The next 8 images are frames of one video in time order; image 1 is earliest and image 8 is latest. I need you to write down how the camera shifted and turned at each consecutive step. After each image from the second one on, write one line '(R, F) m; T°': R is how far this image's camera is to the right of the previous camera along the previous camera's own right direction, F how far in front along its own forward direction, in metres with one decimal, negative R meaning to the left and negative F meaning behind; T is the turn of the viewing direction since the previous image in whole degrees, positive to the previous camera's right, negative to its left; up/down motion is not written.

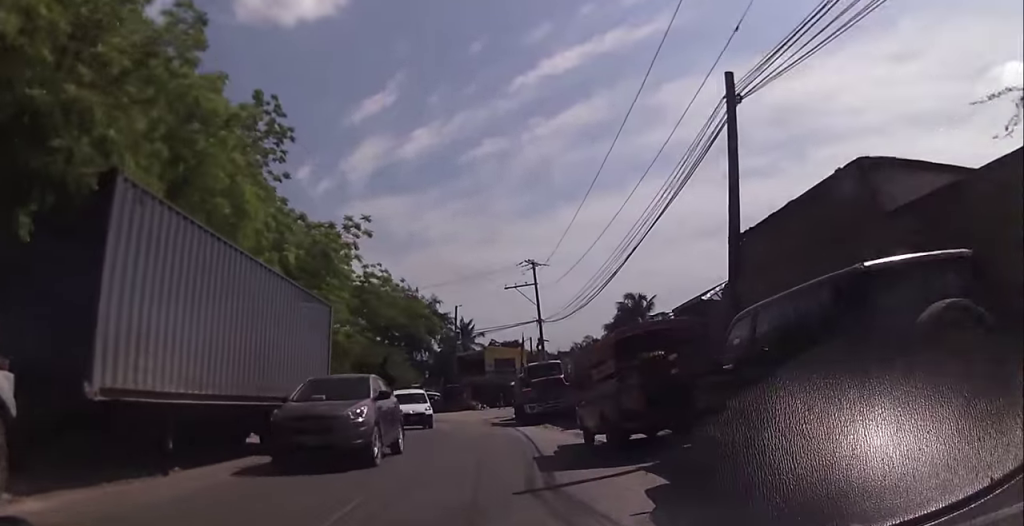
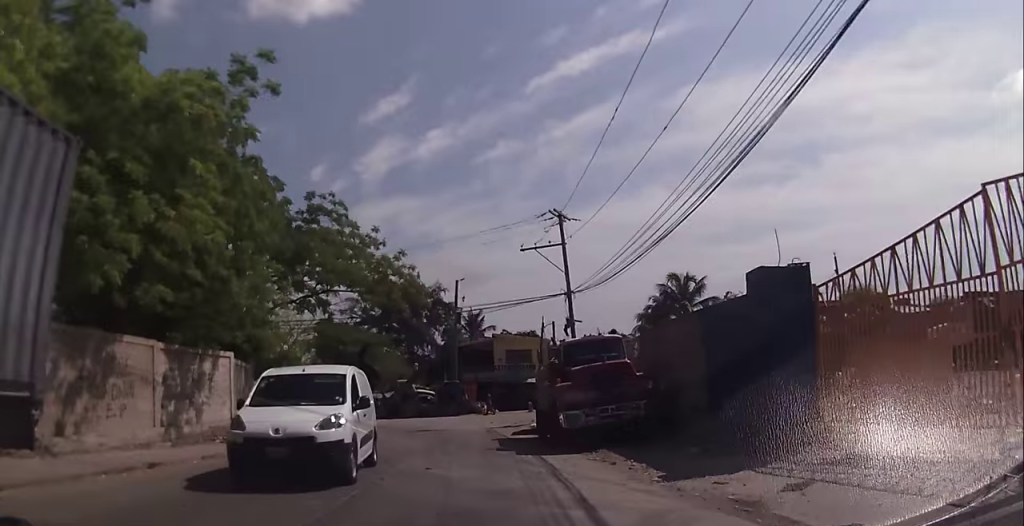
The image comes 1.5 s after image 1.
(-0.1, +13.3) m; -3°
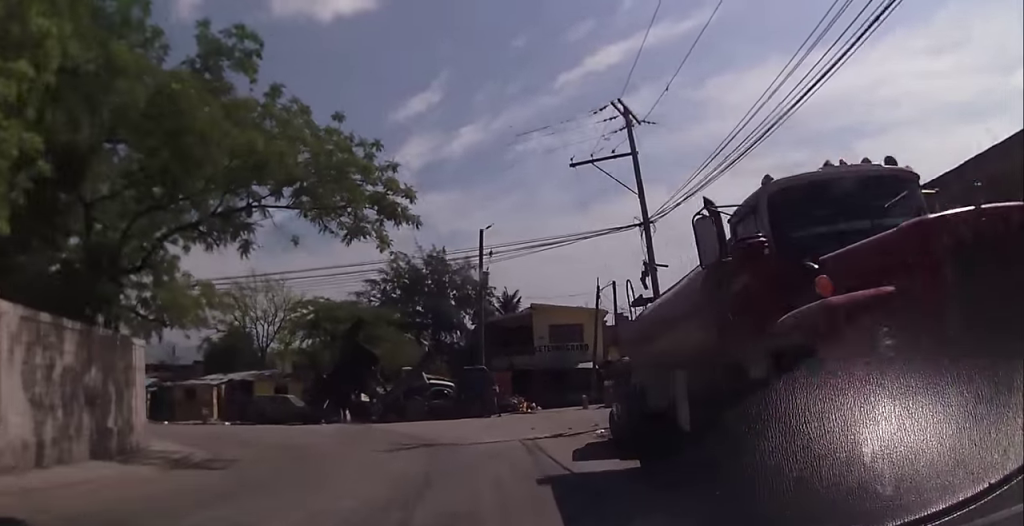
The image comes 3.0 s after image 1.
(-0.1, +12.2) m; -1°
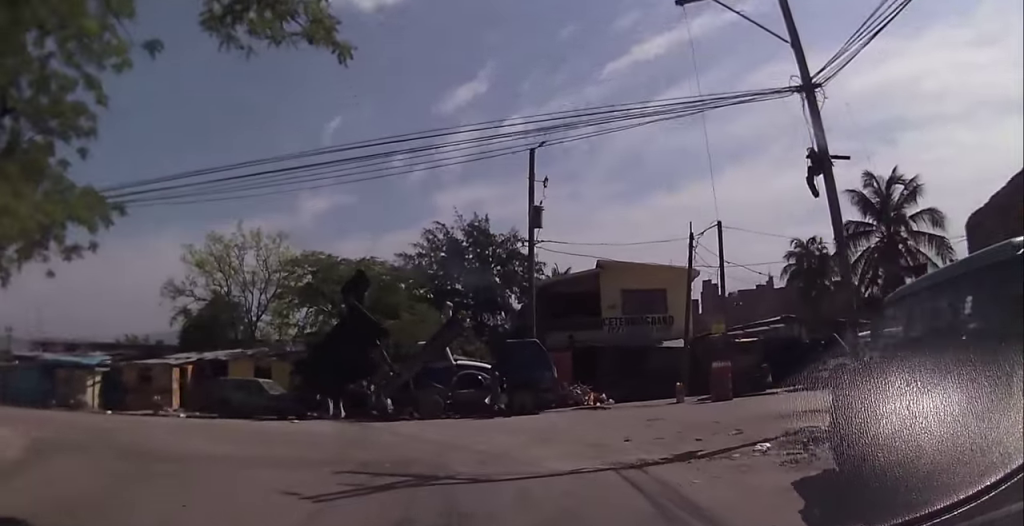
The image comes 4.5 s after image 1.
(-0.4, +10.2) m; -2°
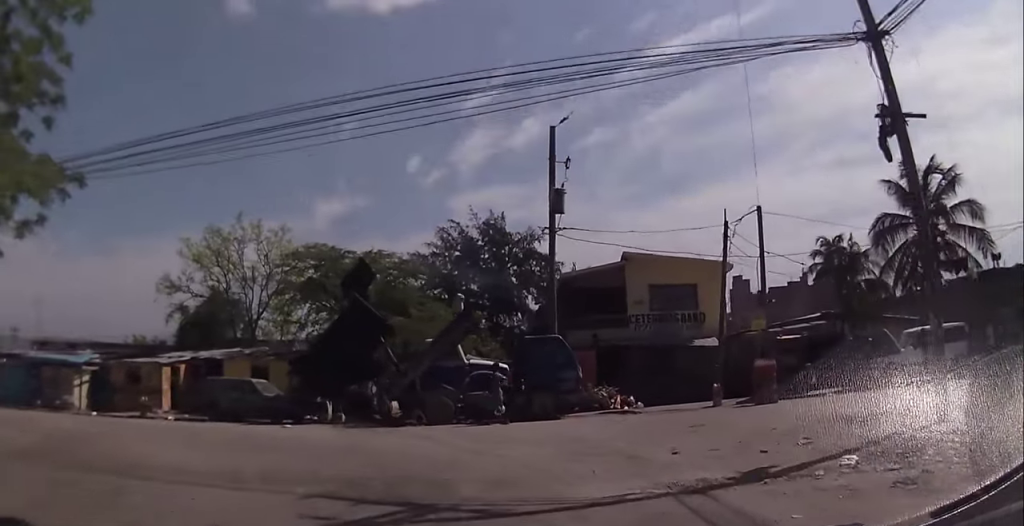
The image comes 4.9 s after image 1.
(0.0, +2.5) m; 0°
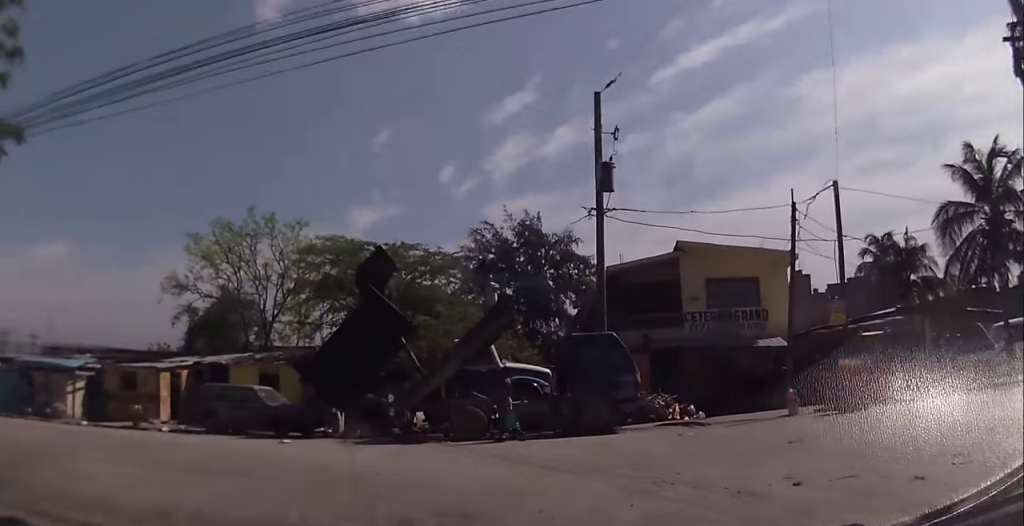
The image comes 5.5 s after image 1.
(0.0, +2.9) m; -6°
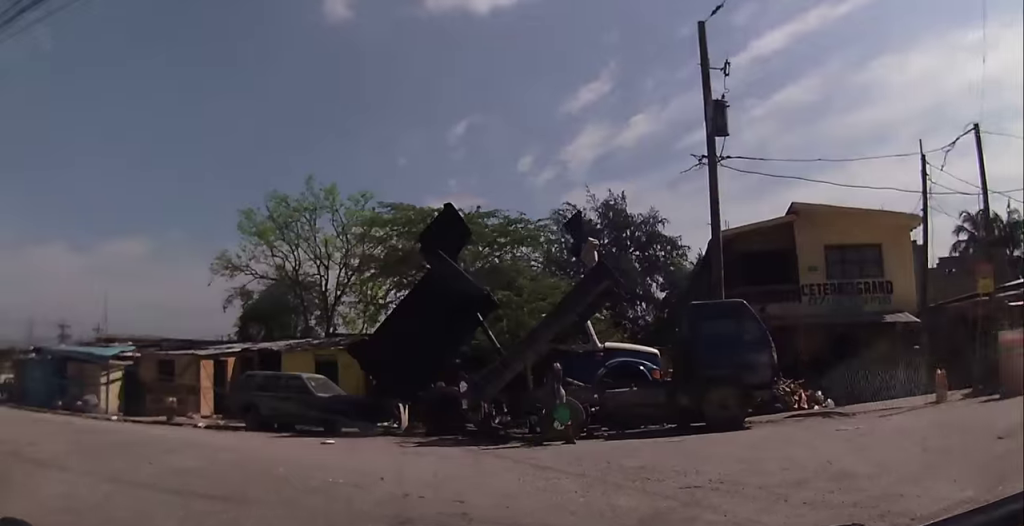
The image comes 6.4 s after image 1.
(-0.3, +3.5) m; -14°
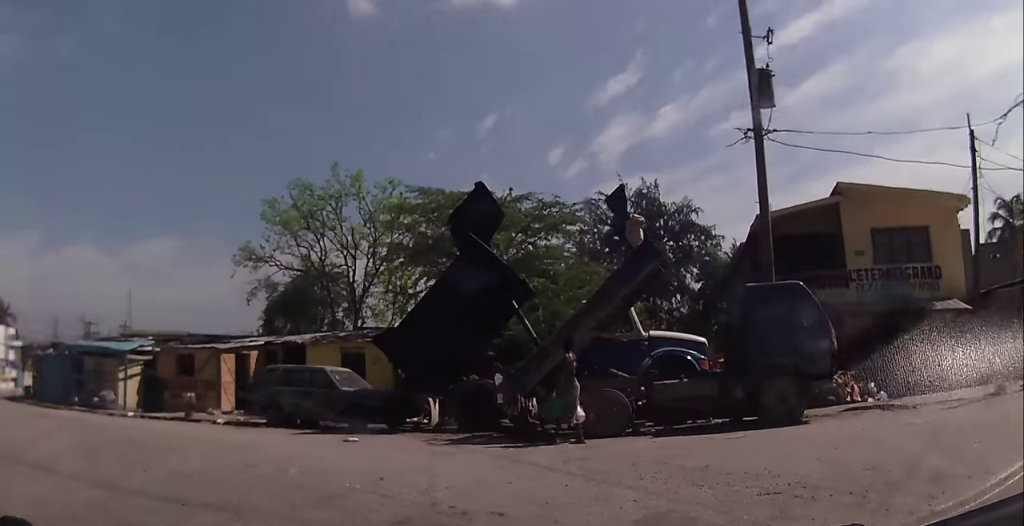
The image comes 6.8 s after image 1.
(-0.1, +1.5) m; -9°
